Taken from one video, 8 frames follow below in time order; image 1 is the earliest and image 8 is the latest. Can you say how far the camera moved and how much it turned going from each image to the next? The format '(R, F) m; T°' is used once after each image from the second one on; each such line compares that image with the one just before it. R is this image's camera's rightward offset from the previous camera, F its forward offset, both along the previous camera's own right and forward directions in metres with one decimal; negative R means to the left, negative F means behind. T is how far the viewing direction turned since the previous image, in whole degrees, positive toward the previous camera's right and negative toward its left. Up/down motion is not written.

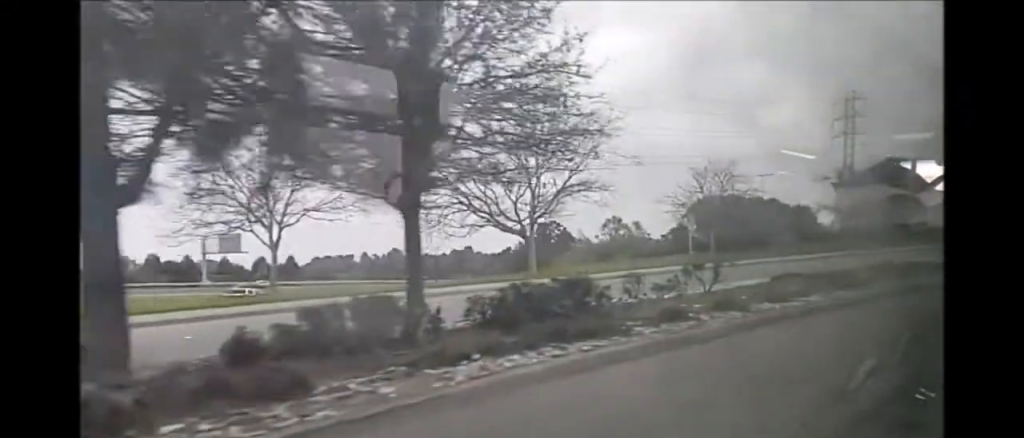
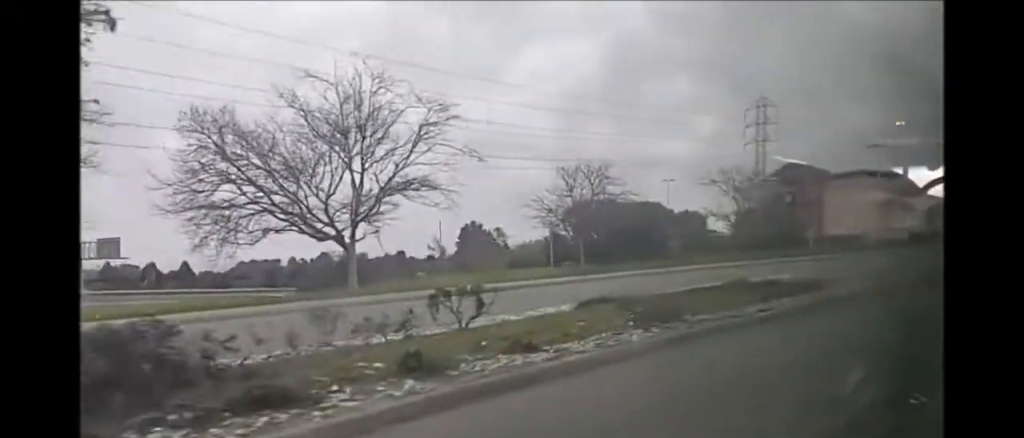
(-0.2, +6.9) m; +4°
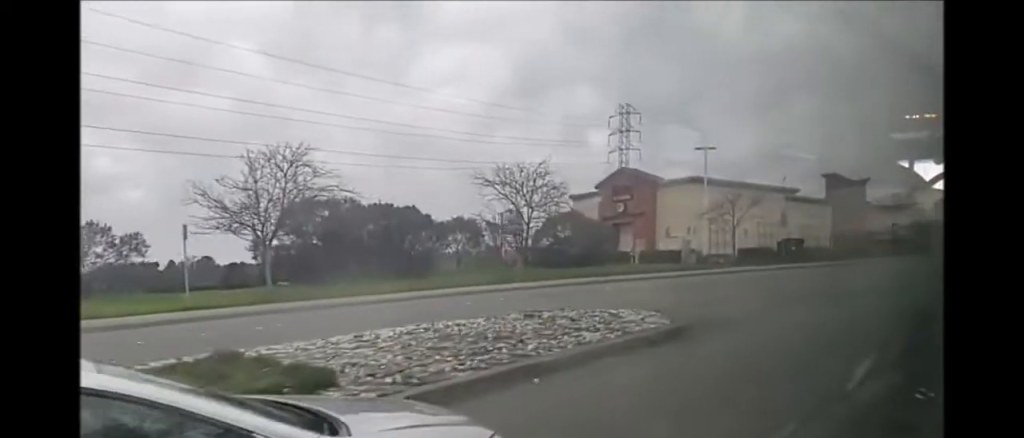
(+1.4, +12.7) m; +13°
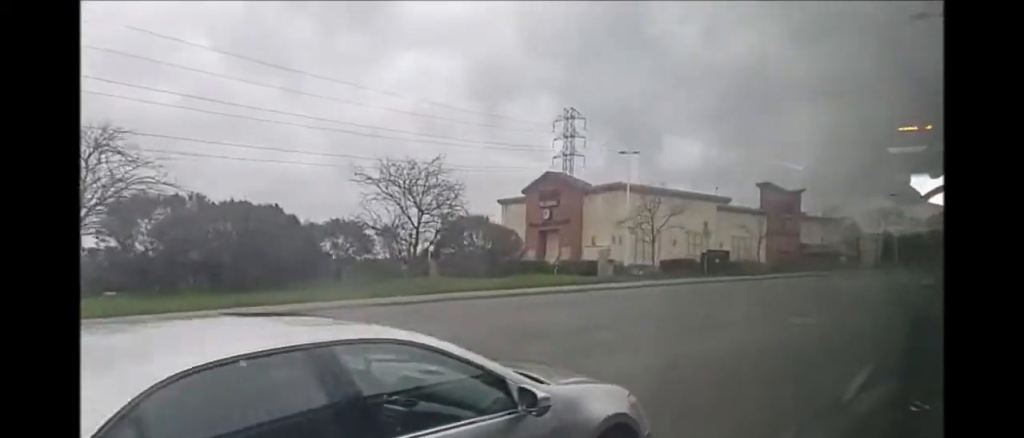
(+0.3, +5.0) m; +2°
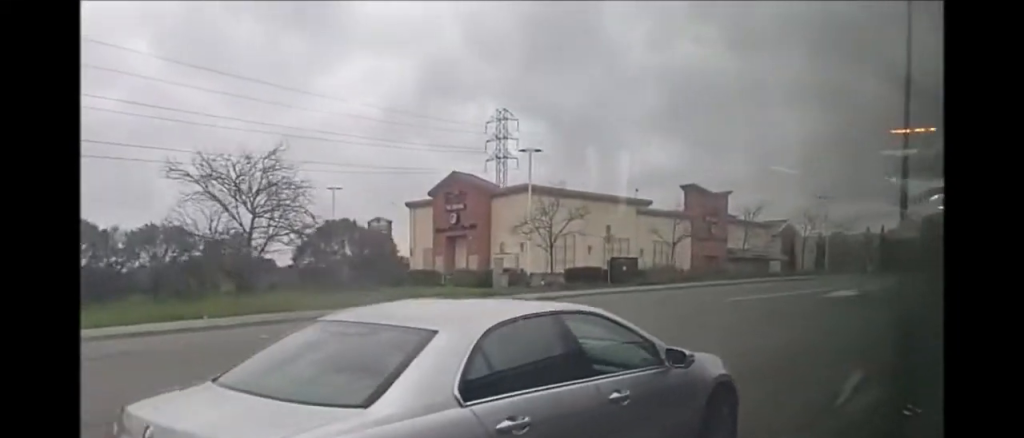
(+0.1, +6.0) m; +4°
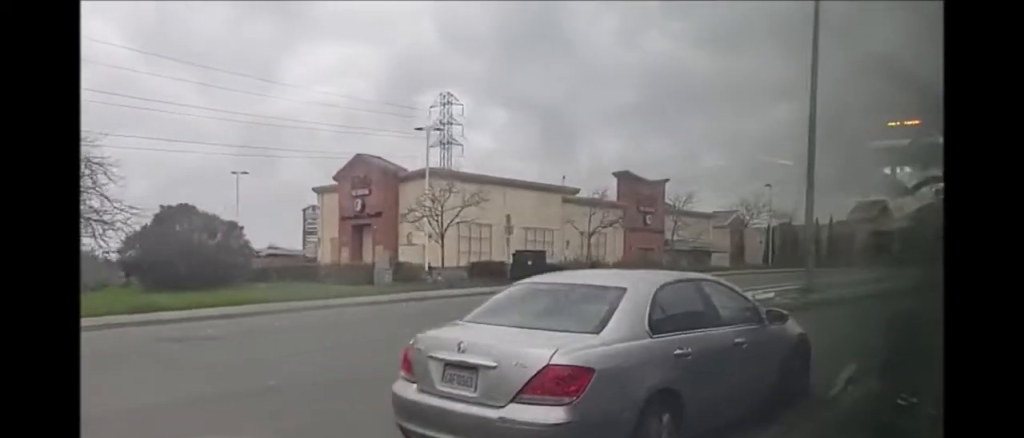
(-0.2, +5.5) m; +4°
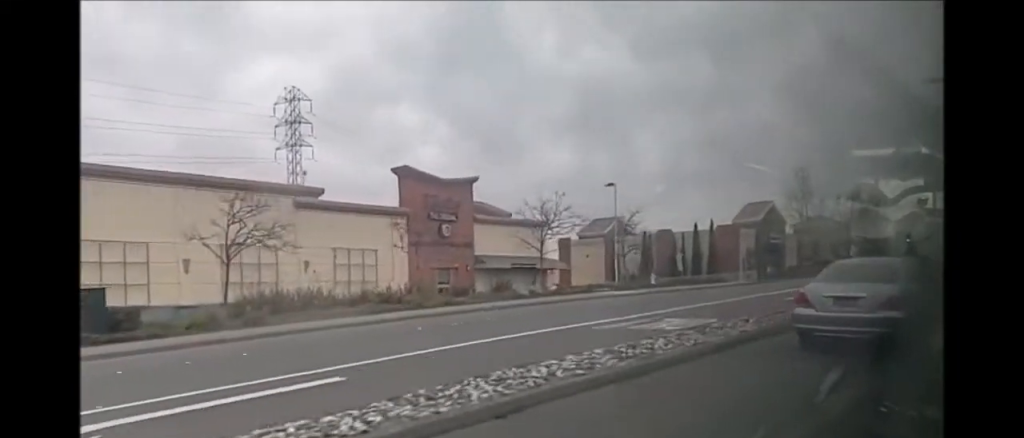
(0.0, +17.5) m; -4°
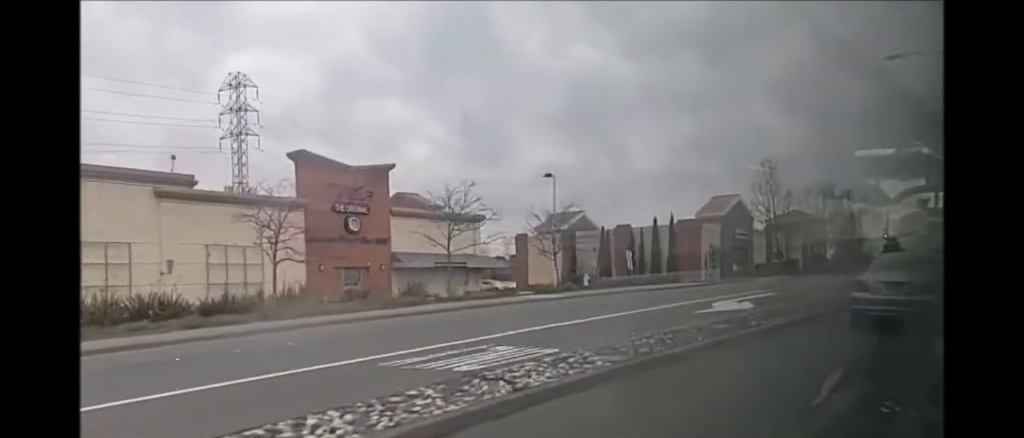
(+0.3, +6.2) m; 0°
